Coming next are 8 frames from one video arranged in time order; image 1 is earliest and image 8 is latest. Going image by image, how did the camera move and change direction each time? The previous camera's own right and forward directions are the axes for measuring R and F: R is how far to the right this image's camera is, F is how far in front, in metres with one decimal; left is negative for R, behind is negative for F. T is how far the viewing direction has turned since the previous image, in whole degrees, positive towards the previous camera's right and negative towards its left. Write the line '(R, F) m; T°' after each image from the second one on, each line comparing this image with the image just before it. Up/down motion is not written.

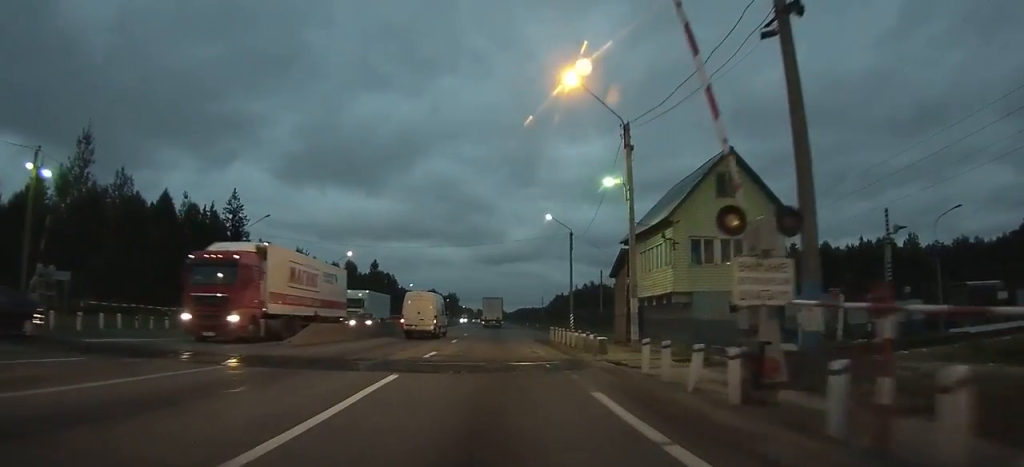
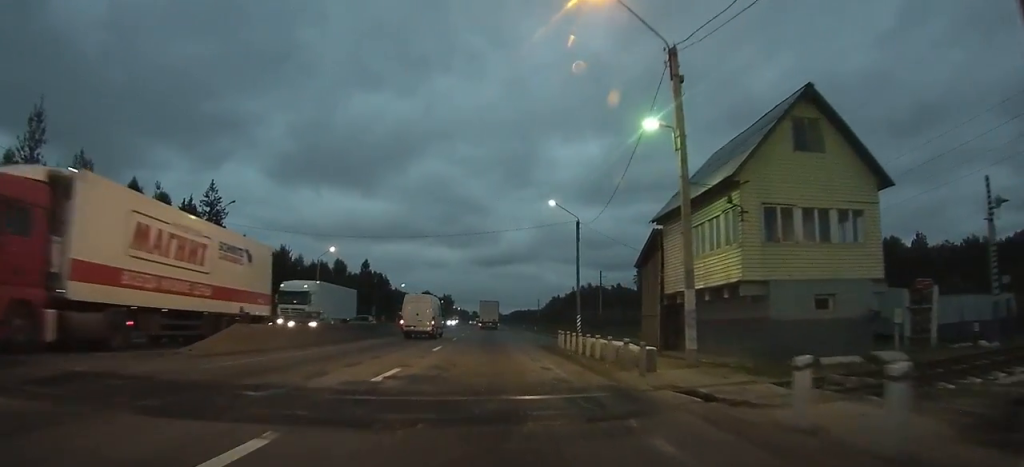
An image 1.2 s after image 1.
(0.0, +7.4) m; 0°
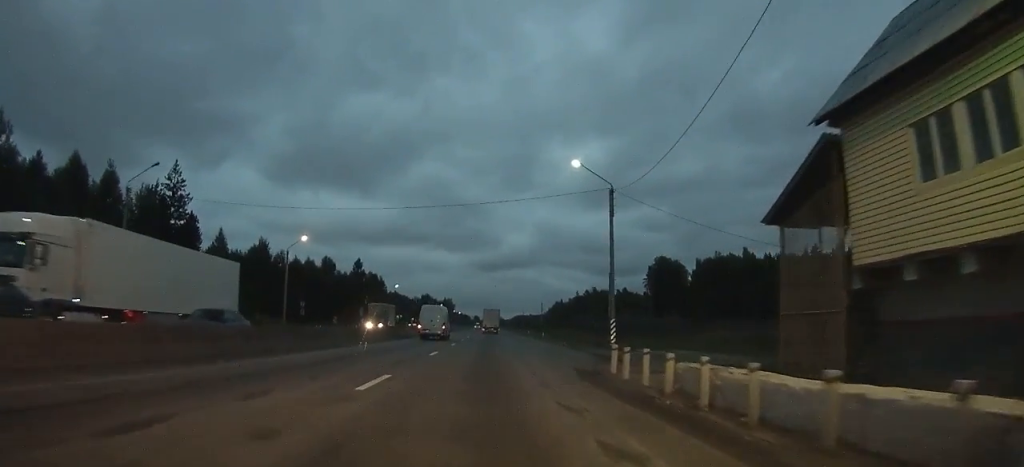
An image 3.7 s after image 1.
(0.0, +14.9) m; 0°
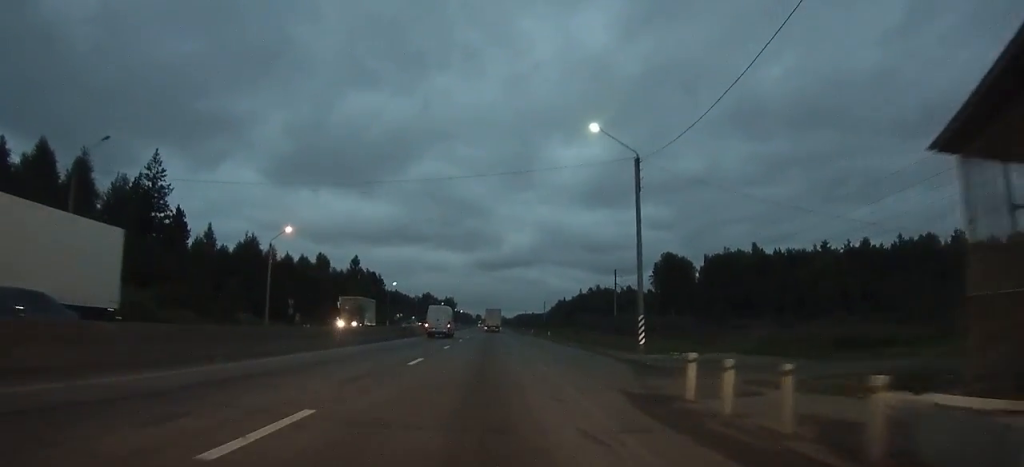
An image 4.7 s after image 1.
(0.0, +6.1) m; 0°
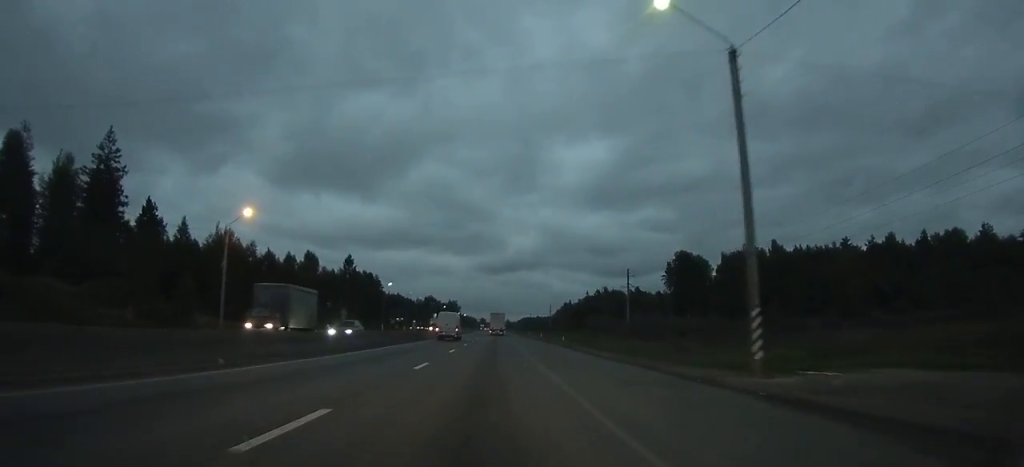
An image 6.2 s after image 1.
(0.0, +9.5) m; 0°
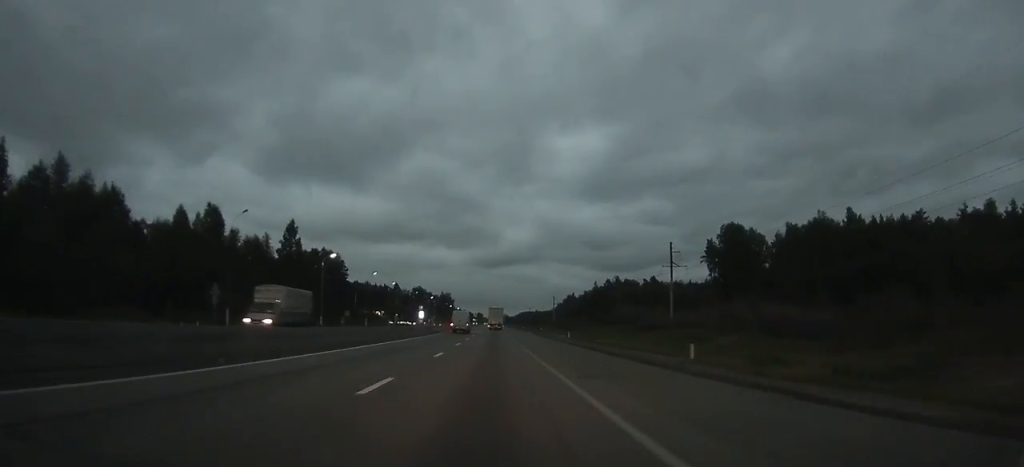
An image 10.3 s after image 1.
(-0.2, +36.4) m; 0°
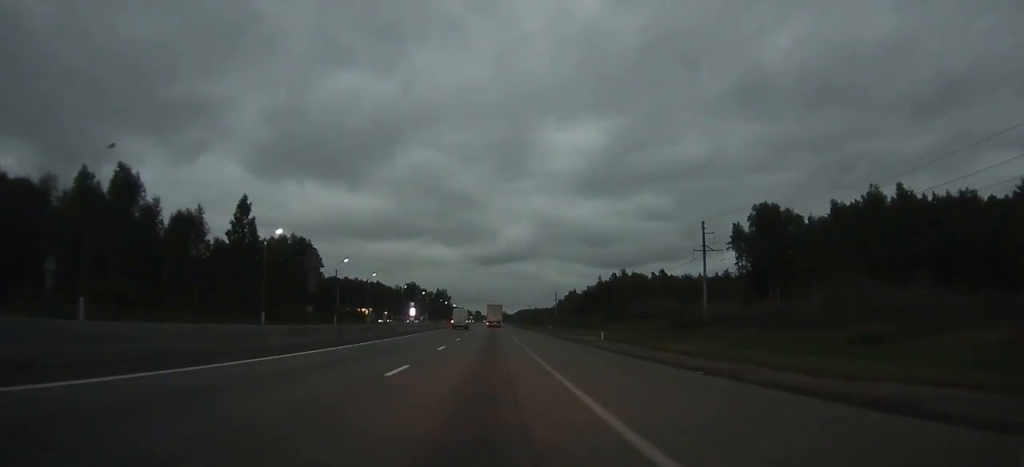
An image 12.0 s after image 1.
(0.0, +18.9) m; 0°
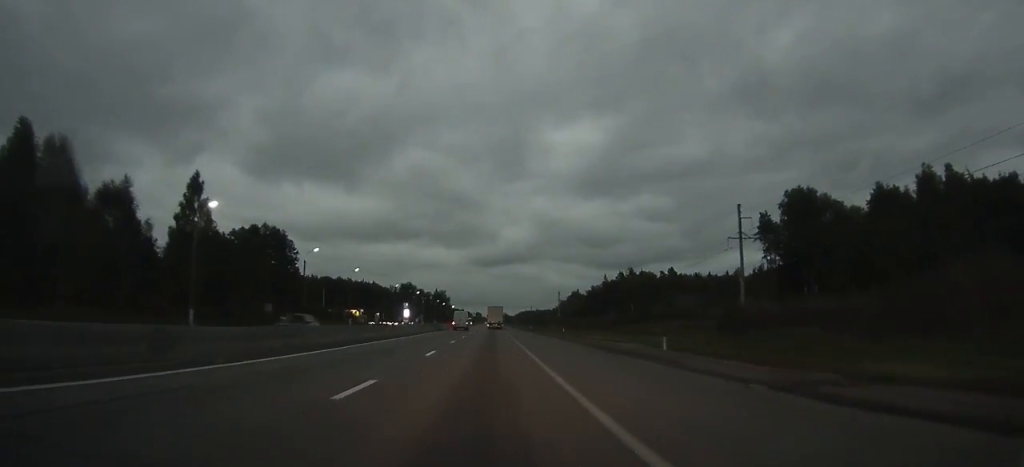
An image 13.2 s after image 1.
(+0.1, +14.8) m; 0°
